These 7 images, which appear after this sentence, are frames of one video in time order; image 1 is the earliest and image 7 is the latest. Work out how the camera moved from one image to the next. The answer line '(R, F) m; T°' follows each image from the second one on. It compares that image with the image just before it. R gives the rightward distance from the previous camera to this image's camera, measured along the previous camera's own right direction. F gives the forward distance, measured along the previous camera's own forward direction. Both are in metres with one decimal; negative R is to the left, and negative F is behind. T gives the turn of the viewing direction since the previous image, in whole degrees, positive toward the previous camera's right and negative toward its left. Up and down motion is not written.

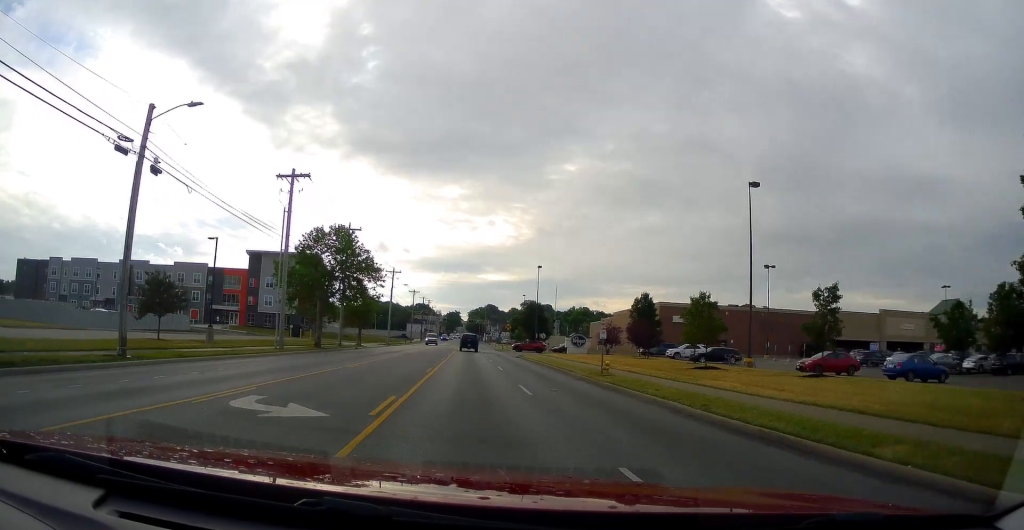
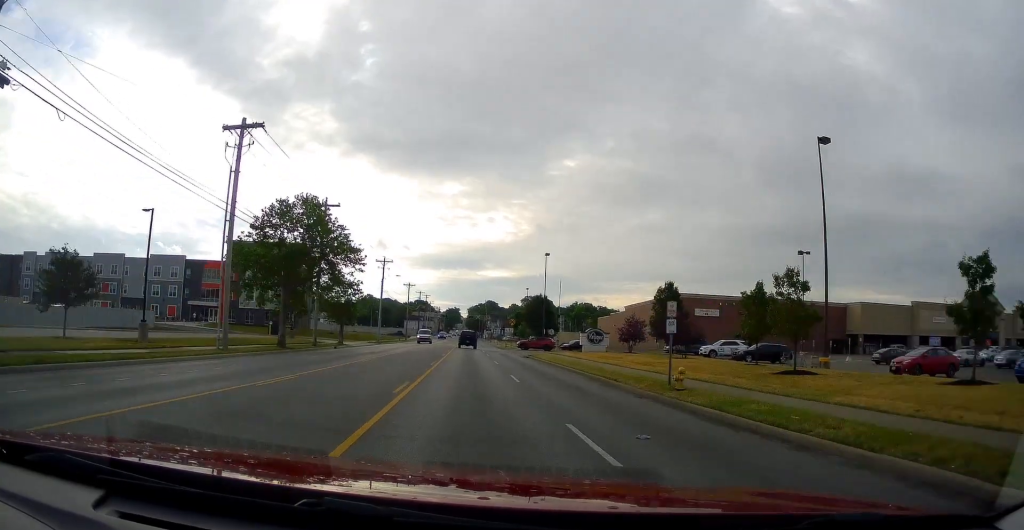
(-0.1, +9.6) m; +1°
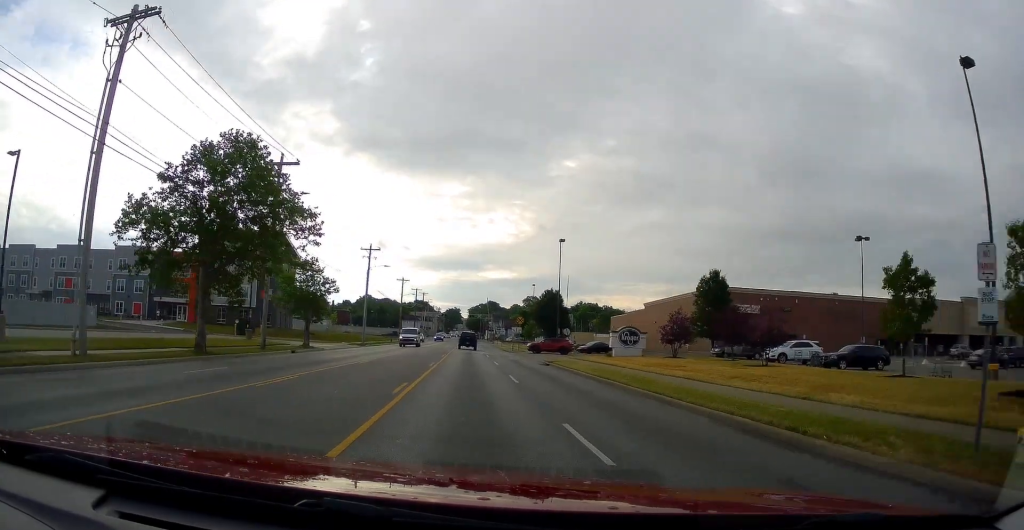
(+0.3, +12.5) m; -1°
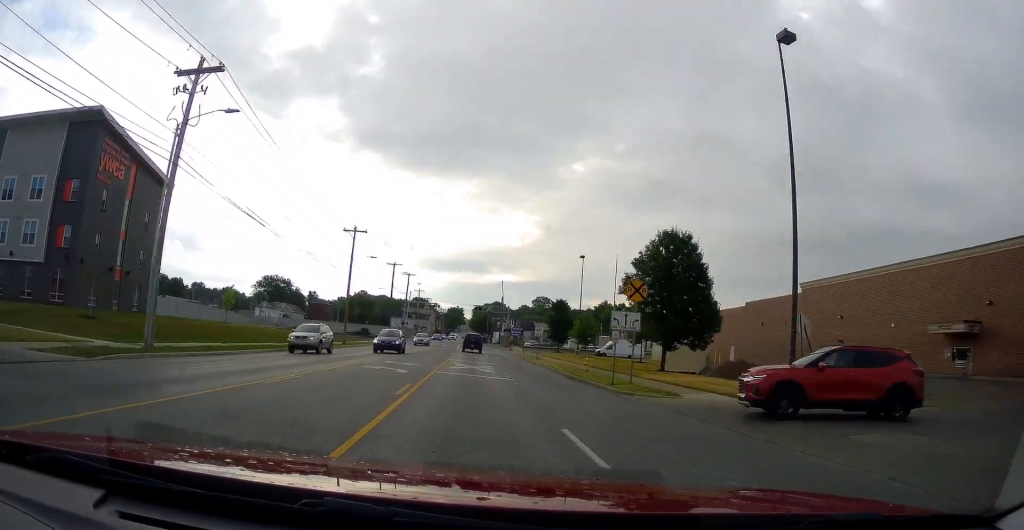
(-0.5, +50.3) m; 0°
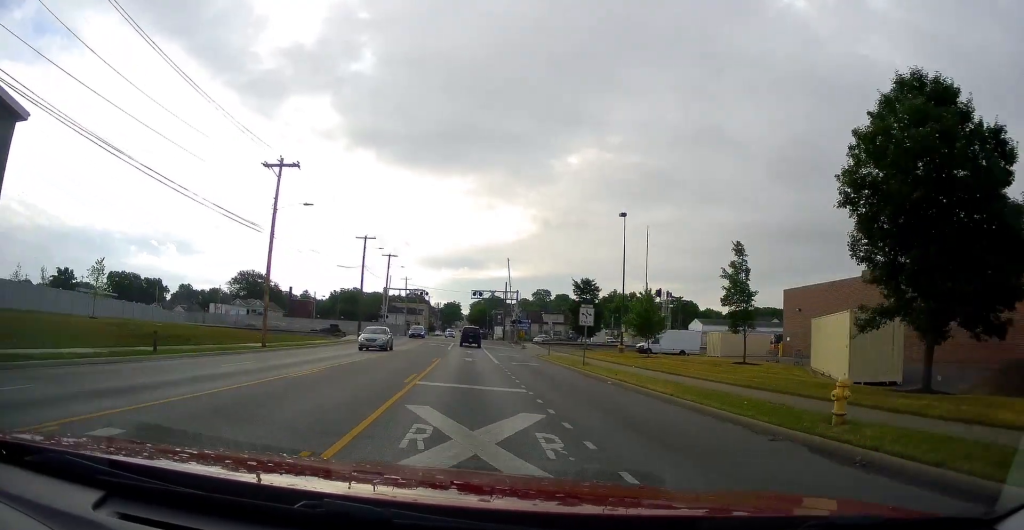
(-0.4, +22.9) m; -1°
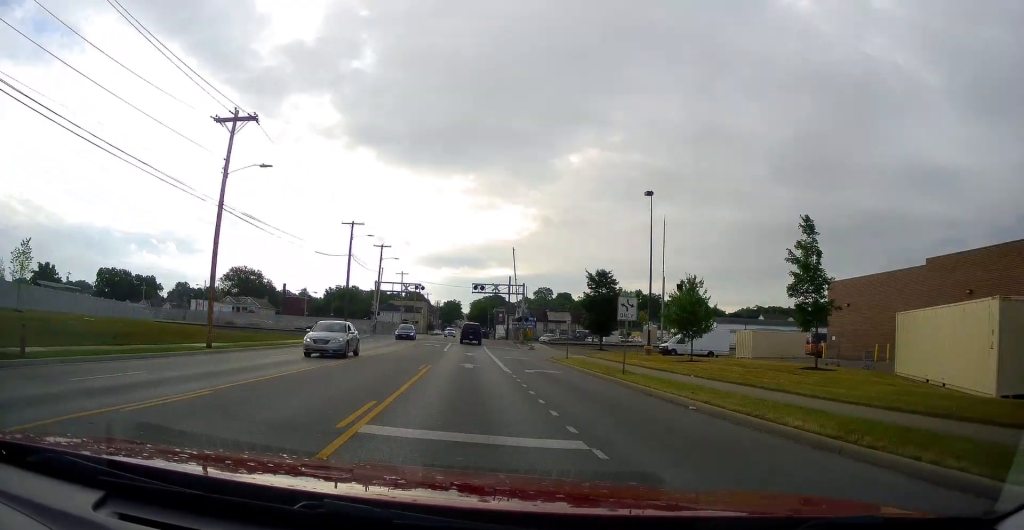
(0.0, +8.1) m; 0°
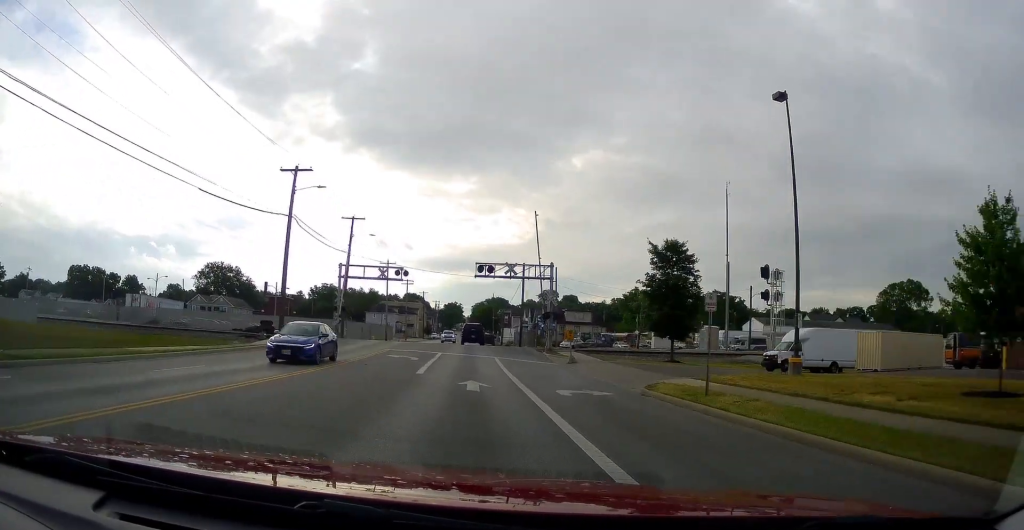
(+0.4, +21.6) m; +1°
